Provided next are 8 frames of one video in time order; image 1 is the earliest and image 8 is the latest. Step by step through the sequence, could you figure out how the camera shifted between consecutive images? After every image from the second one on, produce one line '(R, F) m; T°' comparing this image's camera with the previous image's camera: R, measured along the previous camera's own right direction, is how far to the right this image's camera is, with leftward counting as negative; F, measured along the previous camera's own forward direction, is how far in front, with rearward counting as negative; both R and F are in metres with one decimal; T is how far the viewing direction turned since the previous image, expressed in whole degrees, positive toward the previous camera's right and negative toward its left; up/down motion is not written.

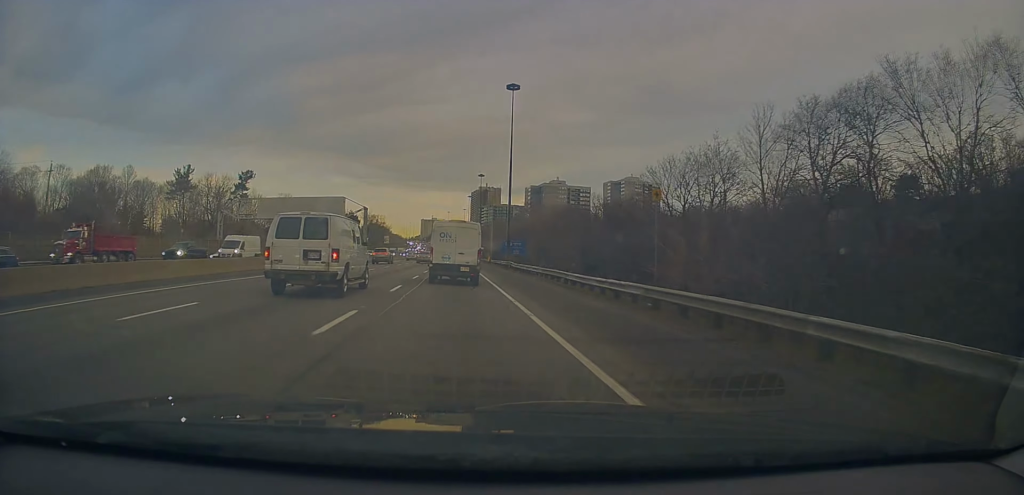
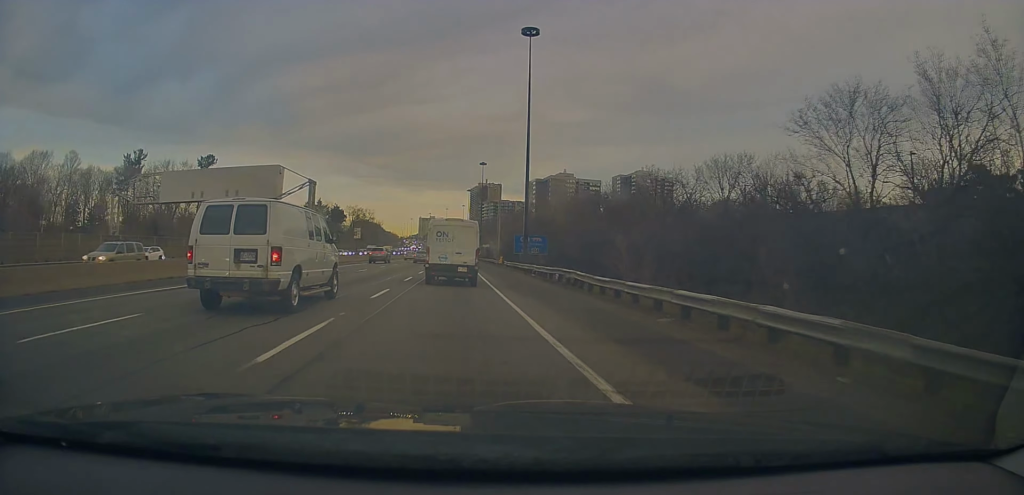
(0.0, +29.3) m; 0°
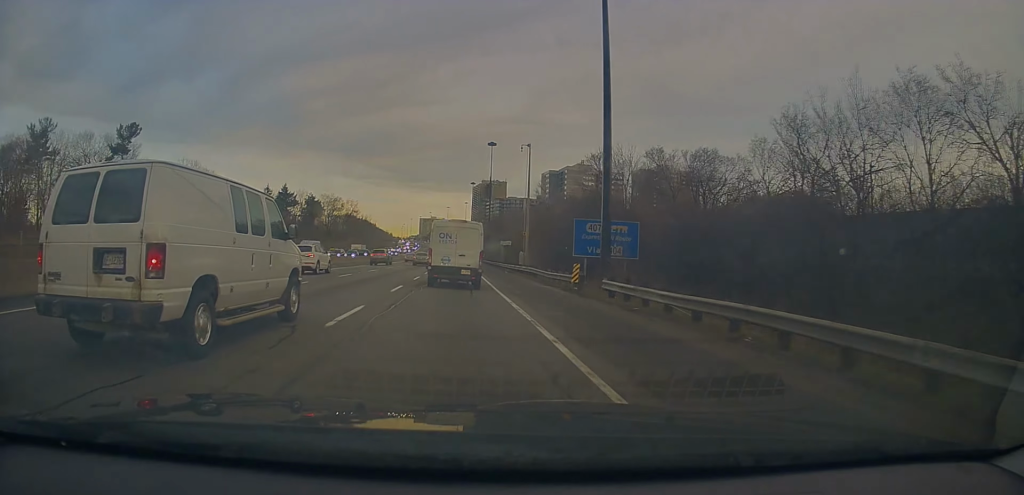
(+0.4, +42.3) m; 0°
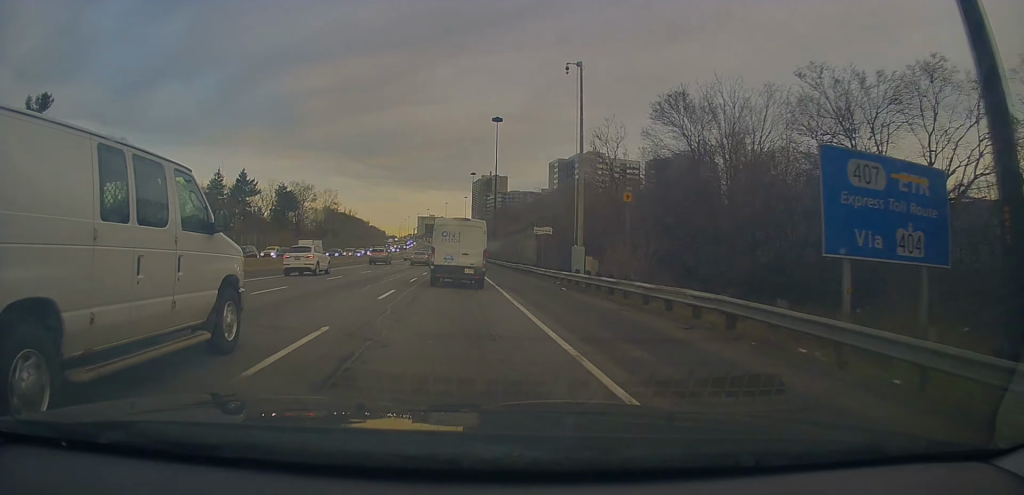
(-0.3, +29.9) m; -1°
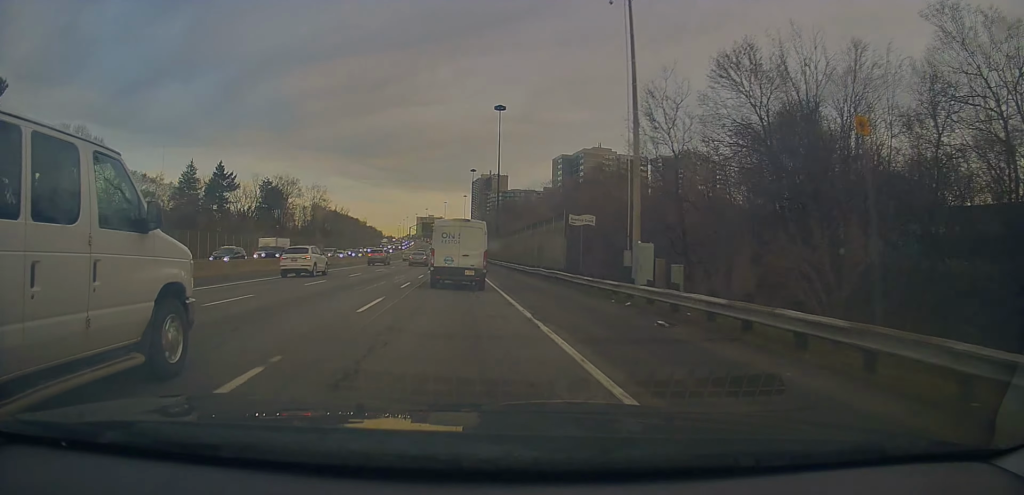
(-0.2, +12.2) m; 0°
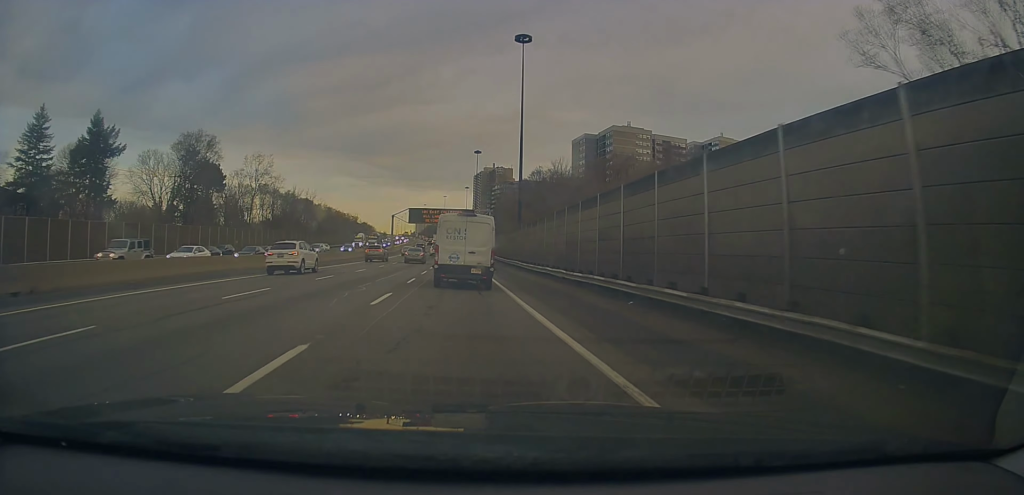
(+0.6, +43.1) m; +1°
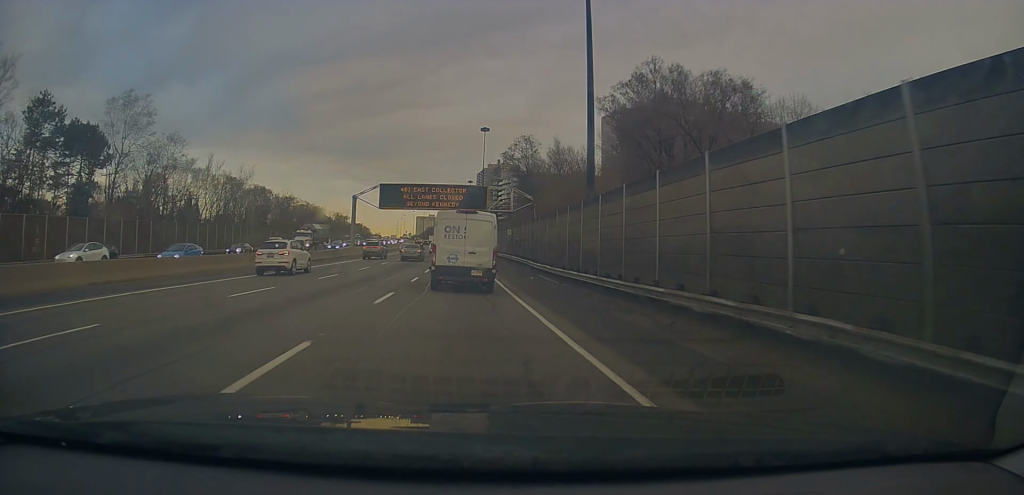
(0.0, +44.0) m; 0°
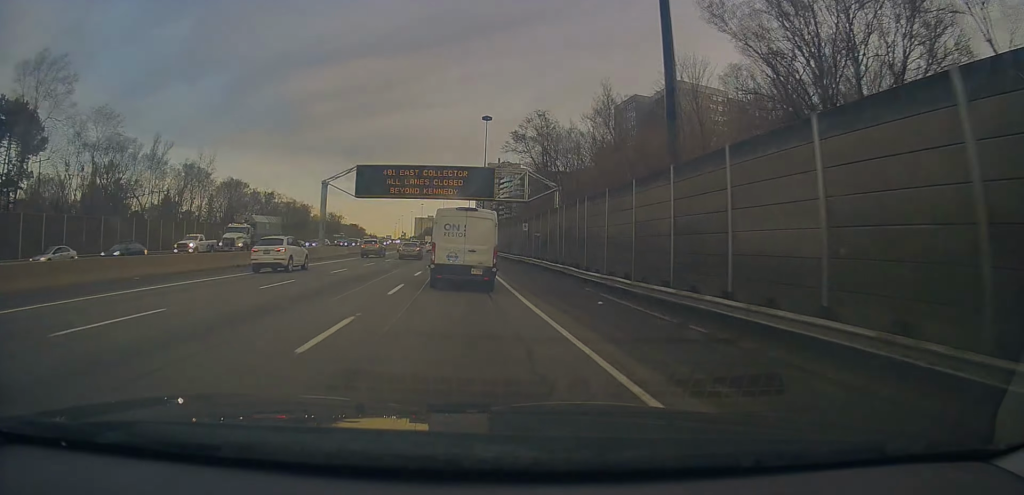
(0.0, +15.8) m; 0°
